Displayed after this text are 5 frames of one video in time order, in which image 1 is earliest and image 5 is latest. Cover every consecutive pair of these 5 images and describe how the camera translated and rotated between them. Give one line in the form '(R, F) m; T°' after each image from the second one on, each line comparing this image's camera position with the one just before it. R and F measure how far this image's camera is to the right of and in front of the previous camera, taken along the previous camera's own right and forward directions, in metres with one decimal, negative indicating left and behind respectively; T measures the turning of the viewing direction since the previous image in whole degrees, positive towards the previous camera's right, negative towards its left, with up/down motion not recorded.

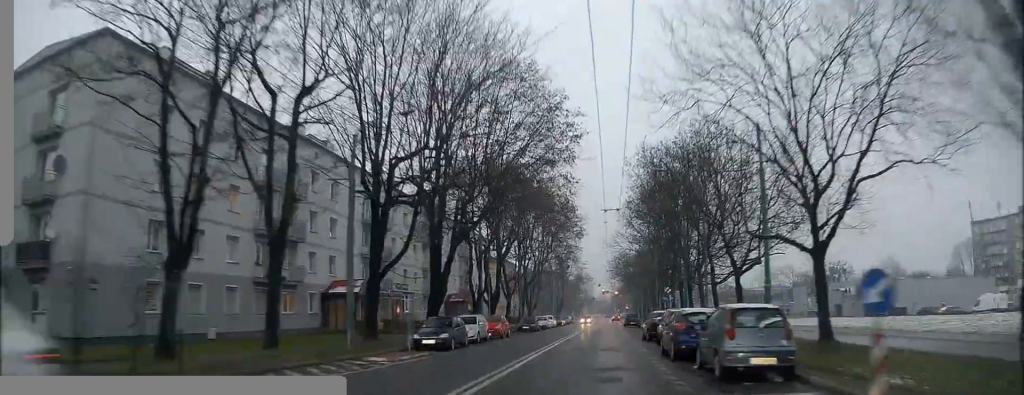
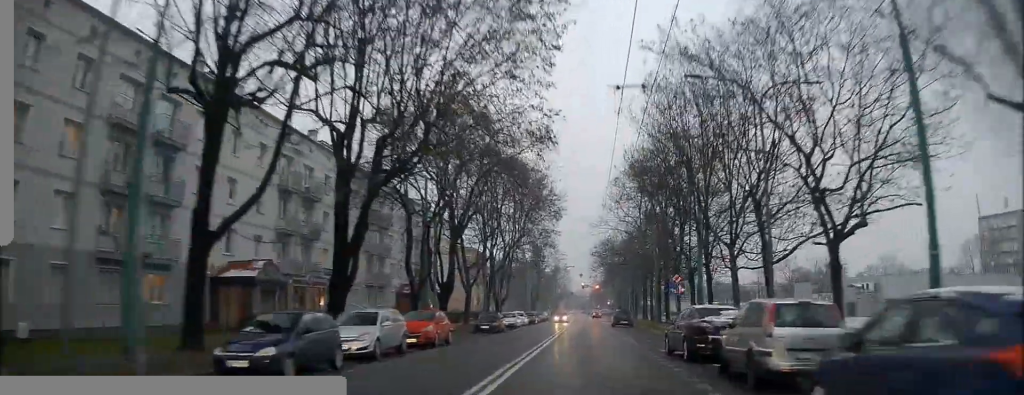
(-0.1, +13.3) m; -1°
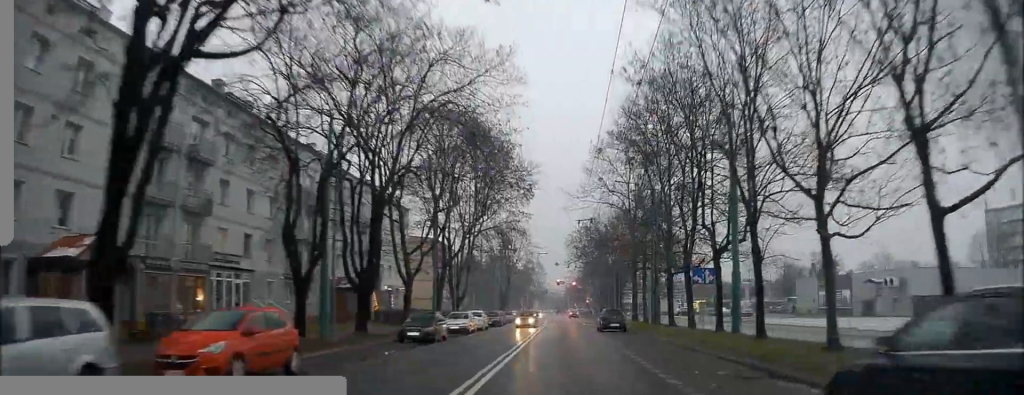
(-0.1, +13.5) m; 0°
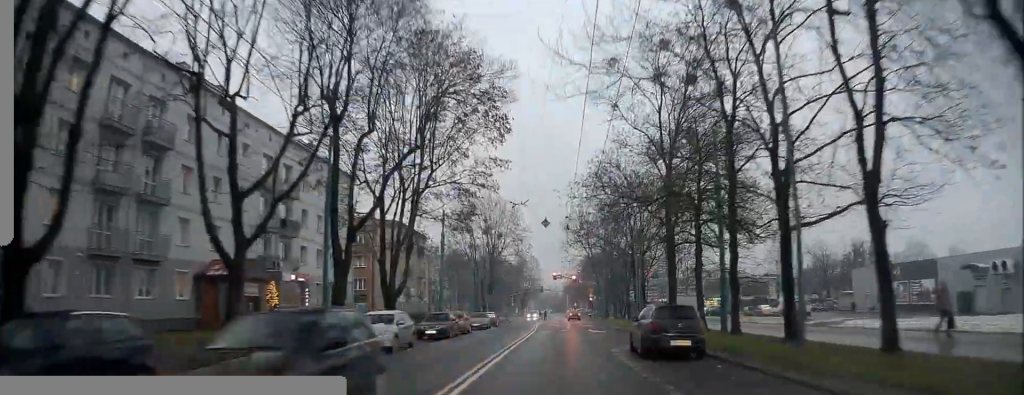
(+0.9, +23.3) m; +2°
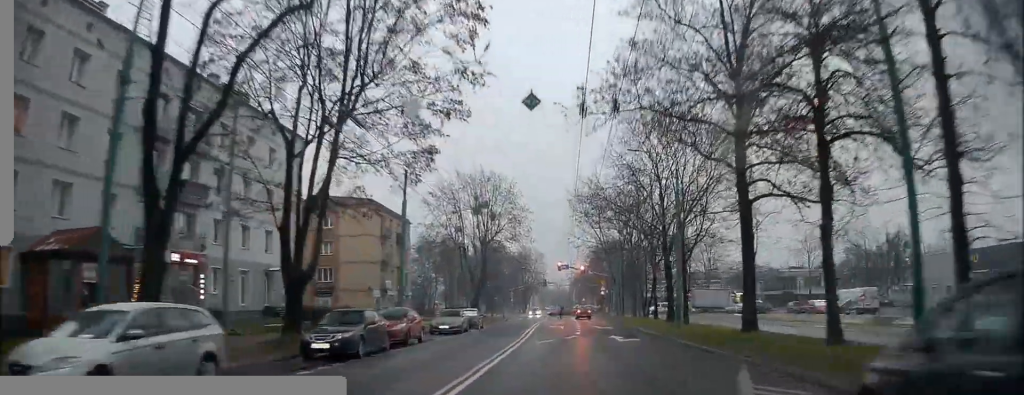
(-0.4, +15.6) m; 0°
